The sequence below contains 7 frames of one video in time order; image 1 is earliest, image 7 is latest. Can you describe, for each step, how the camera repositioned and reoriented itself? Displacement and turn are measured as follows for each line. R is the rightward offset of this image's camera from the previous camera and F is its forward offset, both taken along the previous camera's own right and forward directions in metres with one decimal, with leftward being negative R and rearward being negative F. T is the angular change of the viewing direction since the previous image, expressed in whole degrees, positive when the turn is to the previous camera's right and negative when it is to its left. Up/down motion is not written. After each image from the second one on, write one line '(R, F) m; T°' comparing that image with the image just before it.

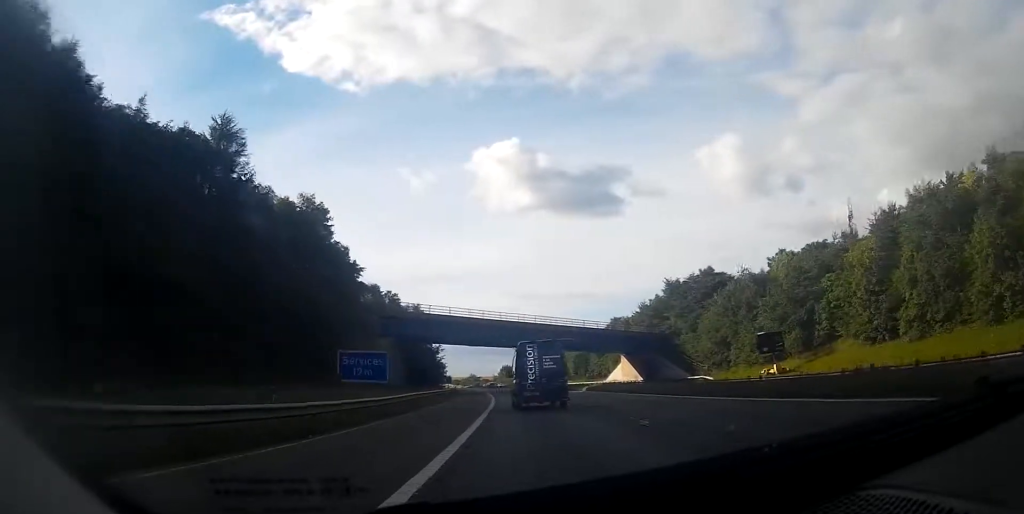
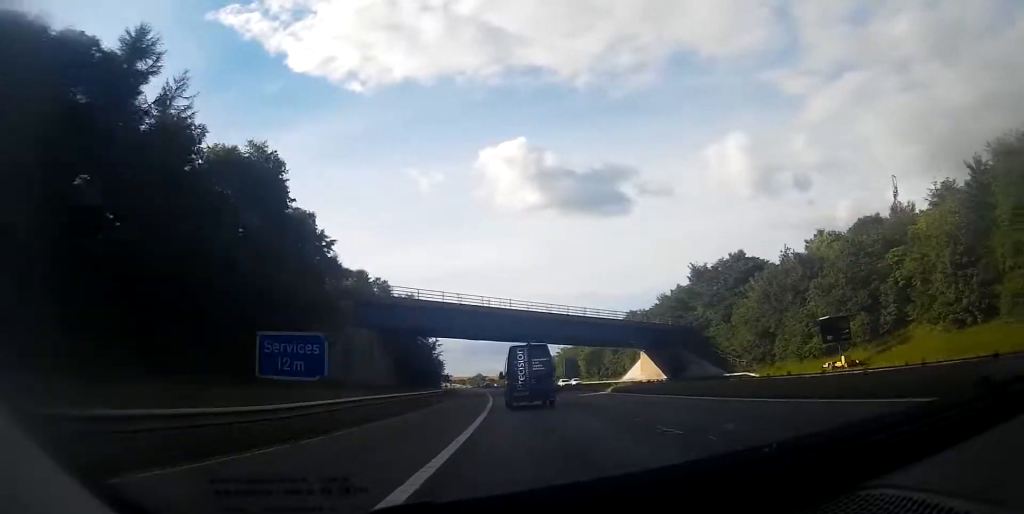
(0.0, +11.7) m; -1°
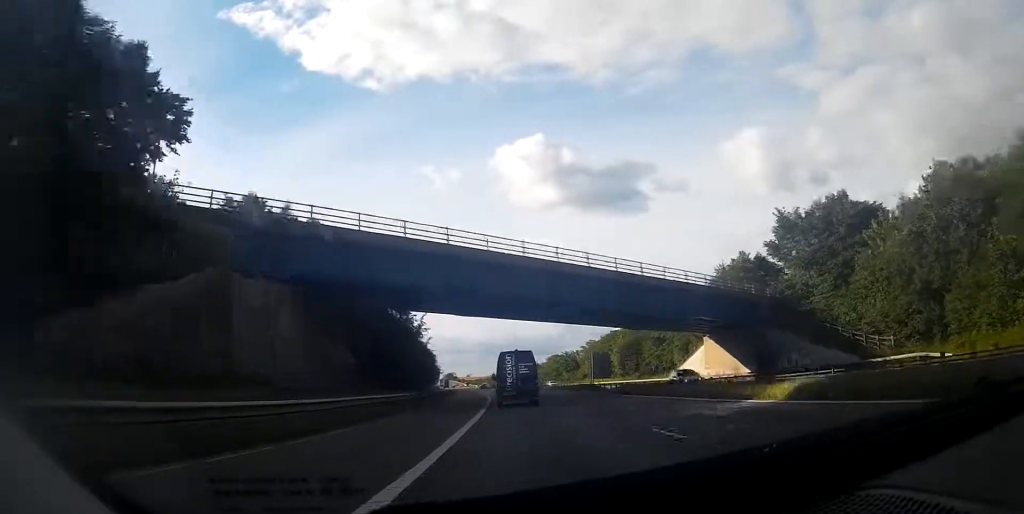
(-0.4, +26.2) m; -2°
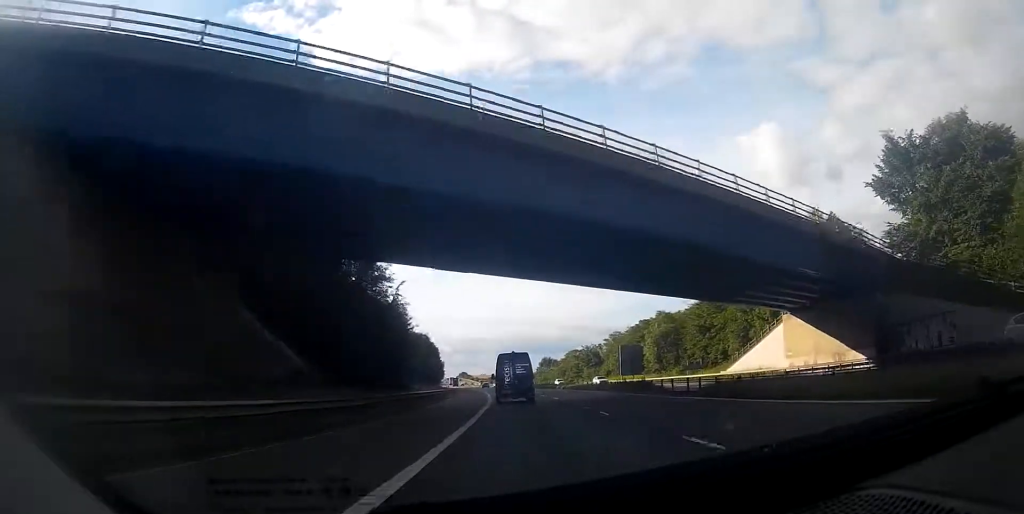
(-0.3, +19.2) m; -1°
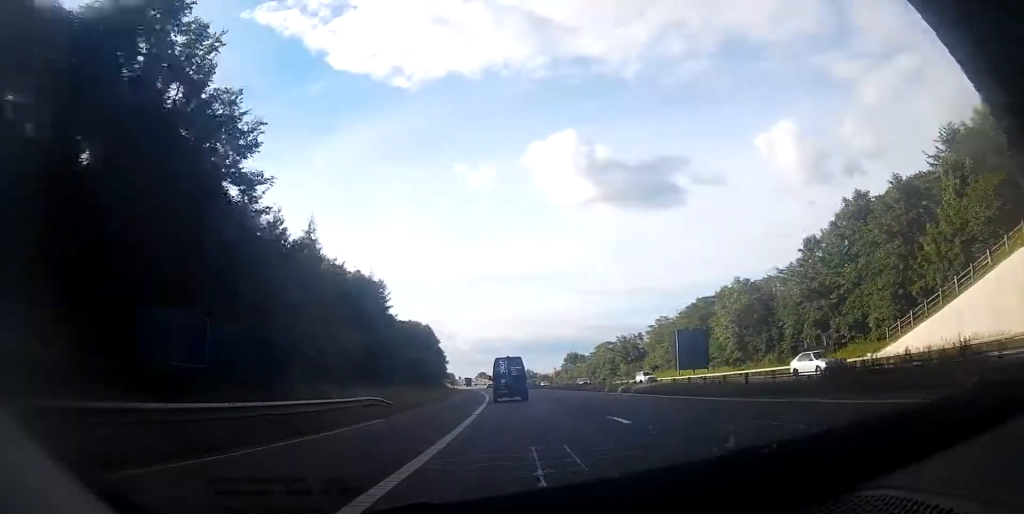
(-0.4, +29.5) m; -2°
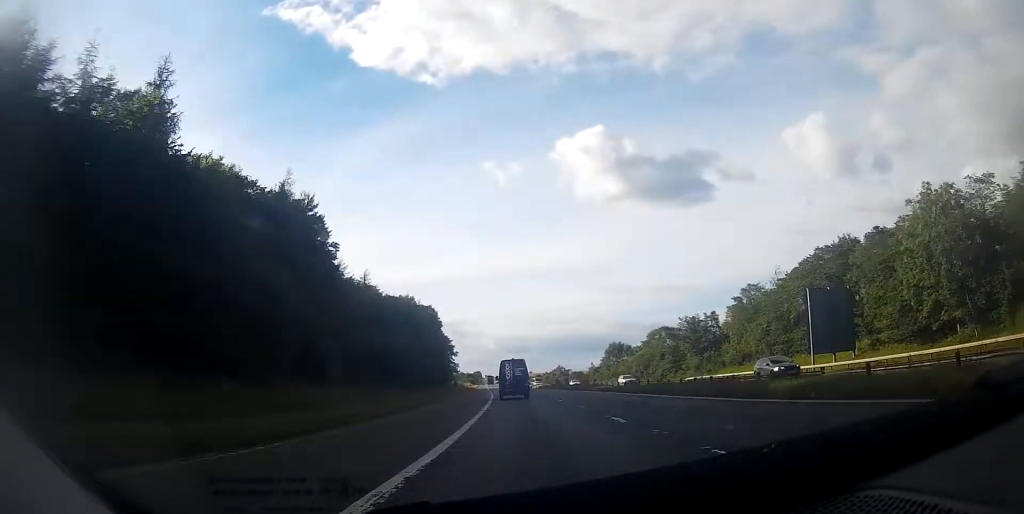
(-0.7, +33.5) m; -3°
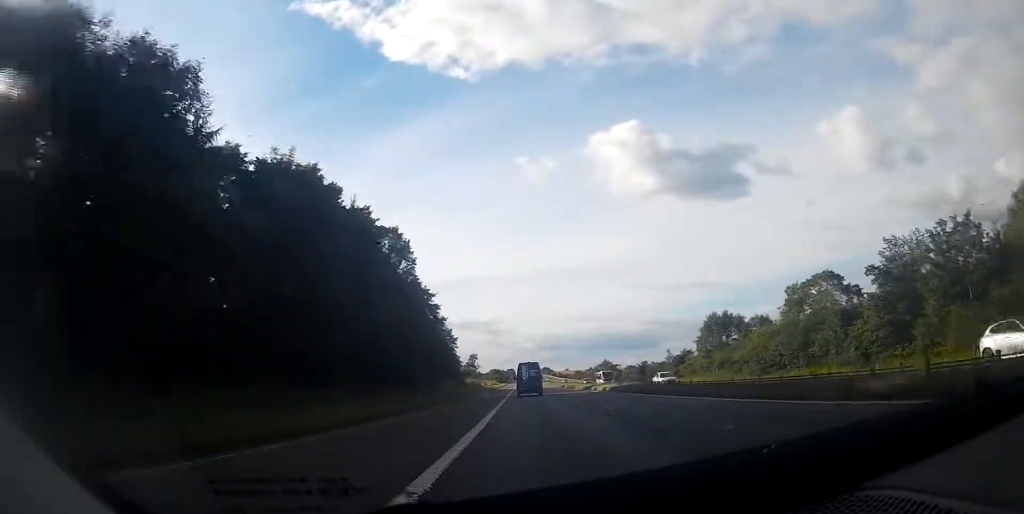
(-1.7, +53.7) m; -4°
